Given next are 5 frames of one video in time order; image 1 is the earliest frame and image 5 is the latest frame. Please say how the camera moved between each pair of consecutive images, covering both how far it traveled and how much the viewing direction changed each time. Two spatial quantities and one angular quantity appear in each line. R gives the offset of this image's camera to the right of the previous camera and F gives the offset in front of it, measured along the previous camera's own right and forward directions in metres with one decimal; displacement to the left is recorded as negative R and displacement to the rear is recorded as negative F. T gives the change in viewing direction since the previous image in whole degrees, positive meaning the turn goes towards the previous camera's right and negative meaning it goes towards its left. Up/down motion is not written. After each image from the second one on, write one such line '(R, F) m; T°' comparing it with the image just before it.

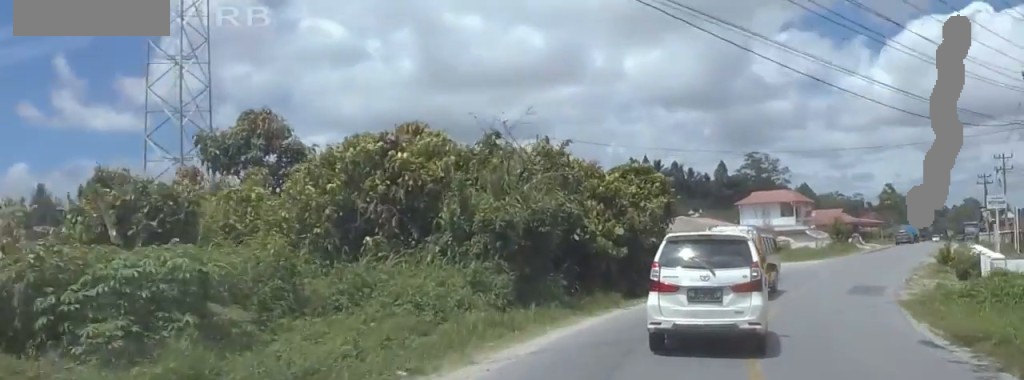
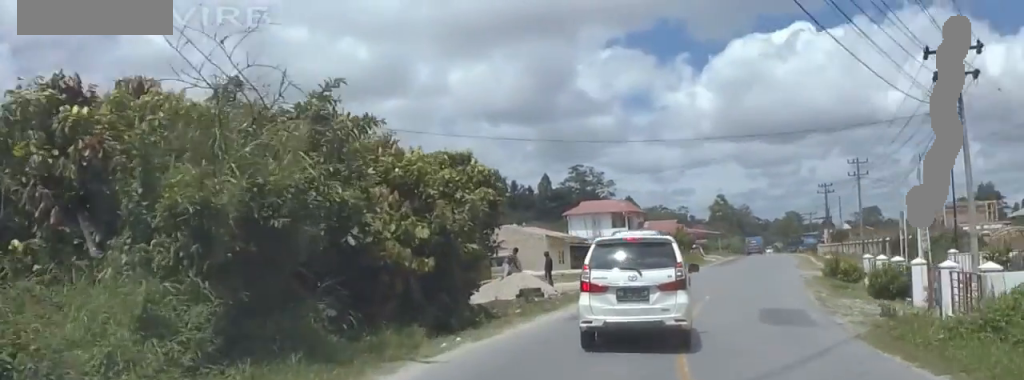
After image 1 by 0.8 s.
(+0.4, +8.9) m; +5°
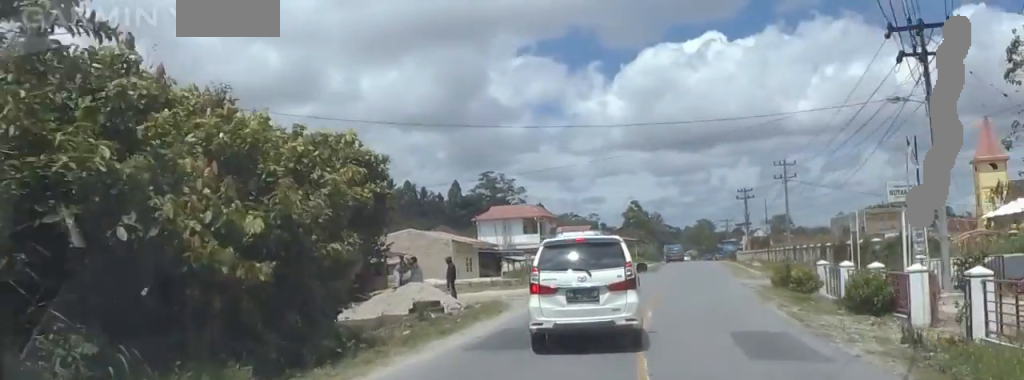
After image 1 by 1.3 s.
(-0.2, +5.4) m; +3°
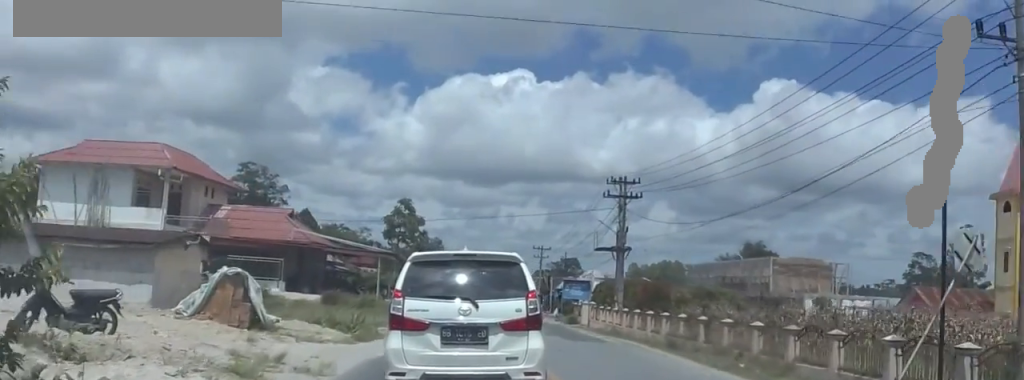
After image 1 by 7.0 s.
(+17.9, +61.9) m; +15°
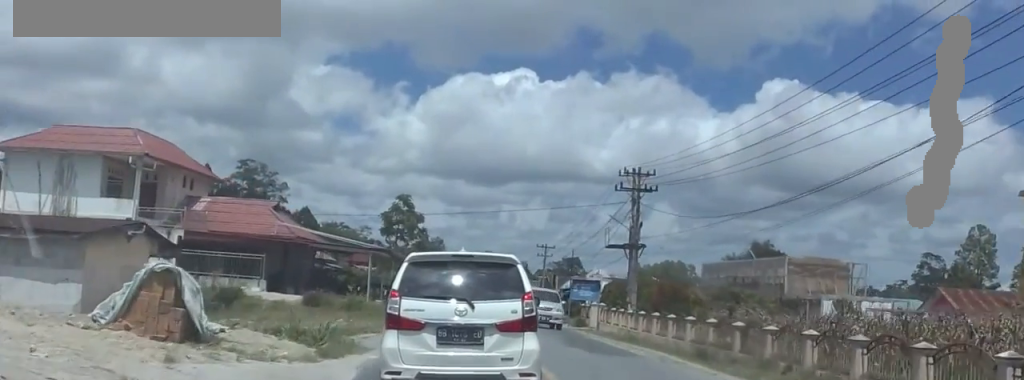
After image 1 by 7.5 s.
(-0.4, +4.9) m; -1°
